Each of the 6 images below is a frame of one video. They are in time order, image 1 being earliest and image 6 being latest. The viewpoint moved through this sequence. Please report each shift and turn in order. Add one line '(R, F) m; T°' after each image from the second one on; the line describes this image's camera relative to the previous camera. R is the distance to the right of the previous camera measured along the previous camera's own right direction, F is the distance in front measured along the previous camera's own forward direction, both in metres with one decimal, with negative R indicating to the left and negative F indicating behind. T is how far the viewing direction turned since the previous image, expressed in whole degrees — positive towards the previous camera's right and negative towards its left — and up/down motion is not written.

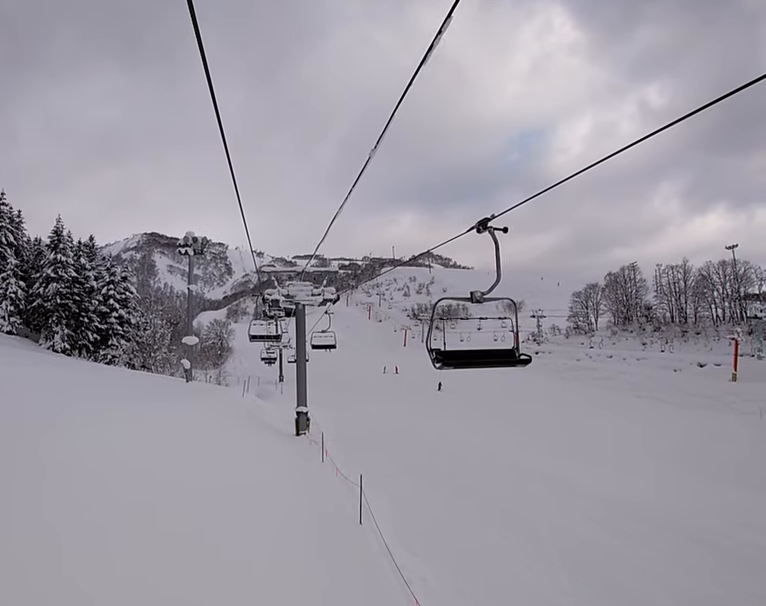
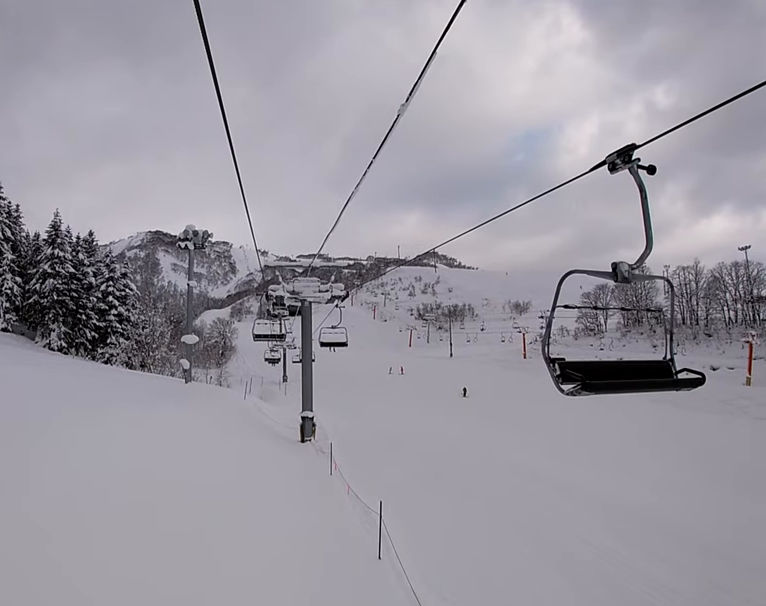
(0.0, +2.7) m; -6°
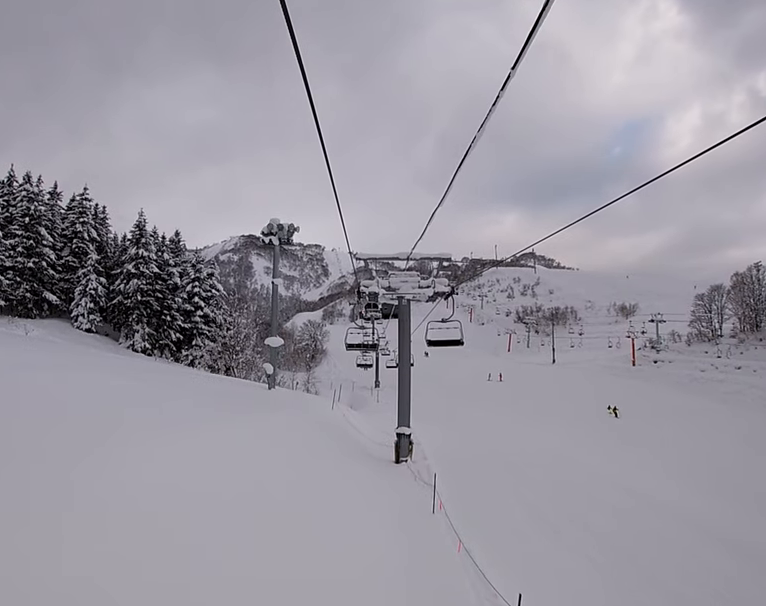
(-0.9, +4.2) m; -3°
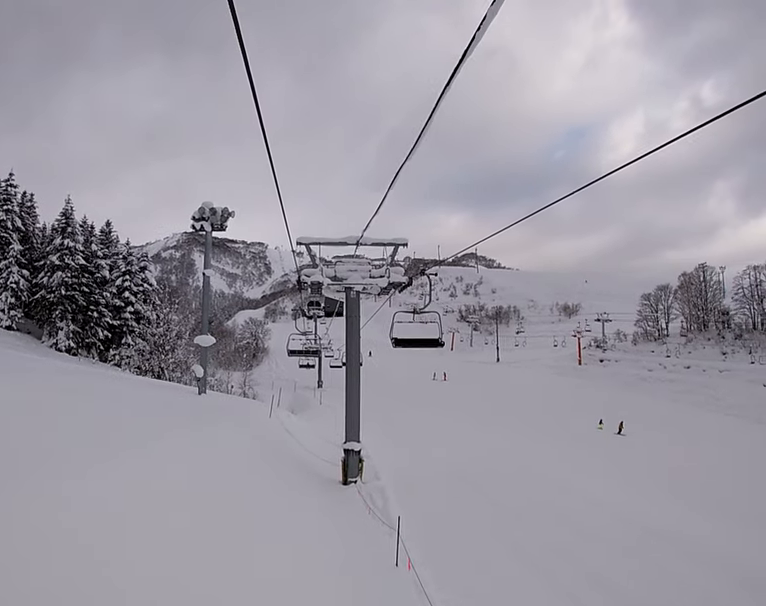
(+0.8, +4.4) m; +4°
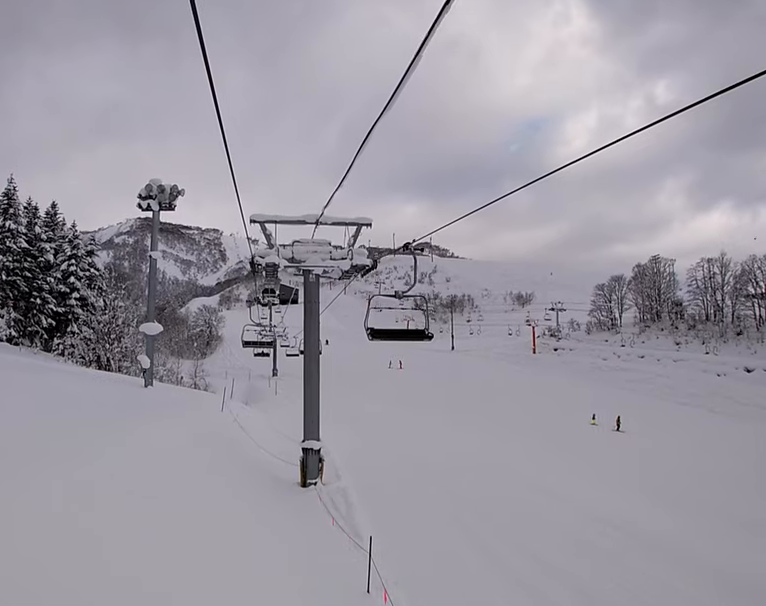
(-0.7, +1.9) m; +1°
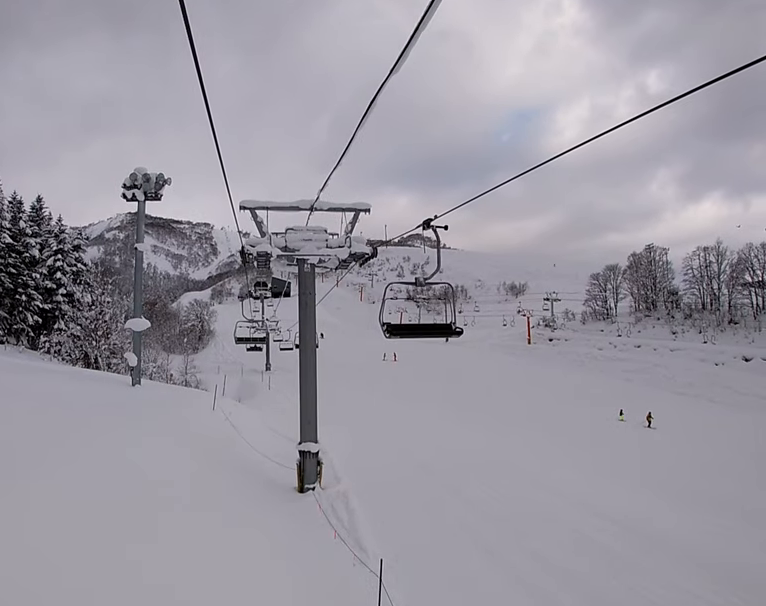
(+0.4, +1.4) m; 0°
